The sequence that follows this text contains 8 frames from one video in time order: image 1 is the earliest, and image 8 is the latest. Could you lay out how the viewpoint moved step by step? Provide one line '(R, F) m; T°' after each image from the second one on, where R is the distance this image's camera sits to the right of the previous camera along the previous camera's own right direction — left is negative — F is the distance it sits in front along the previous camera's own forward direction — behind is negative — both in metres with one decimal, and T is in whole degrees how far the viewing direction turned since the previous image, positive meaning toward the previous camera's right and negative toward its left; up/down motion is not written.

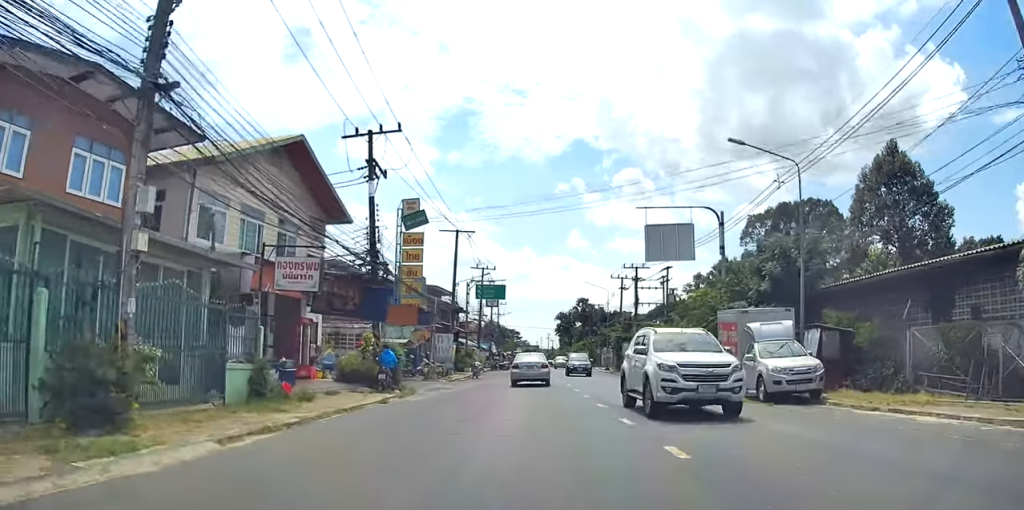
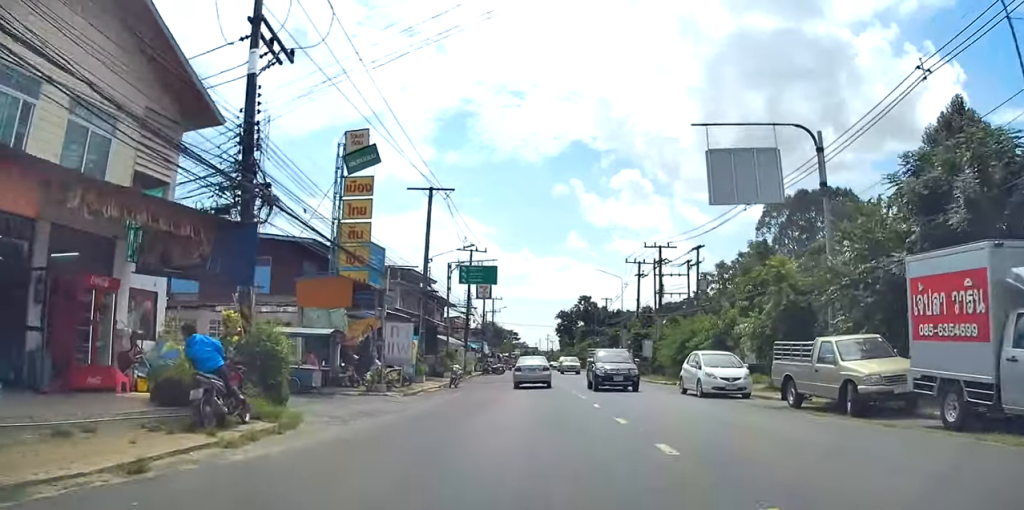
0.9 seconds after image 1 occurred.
(0.0, +11.7) m; 0°
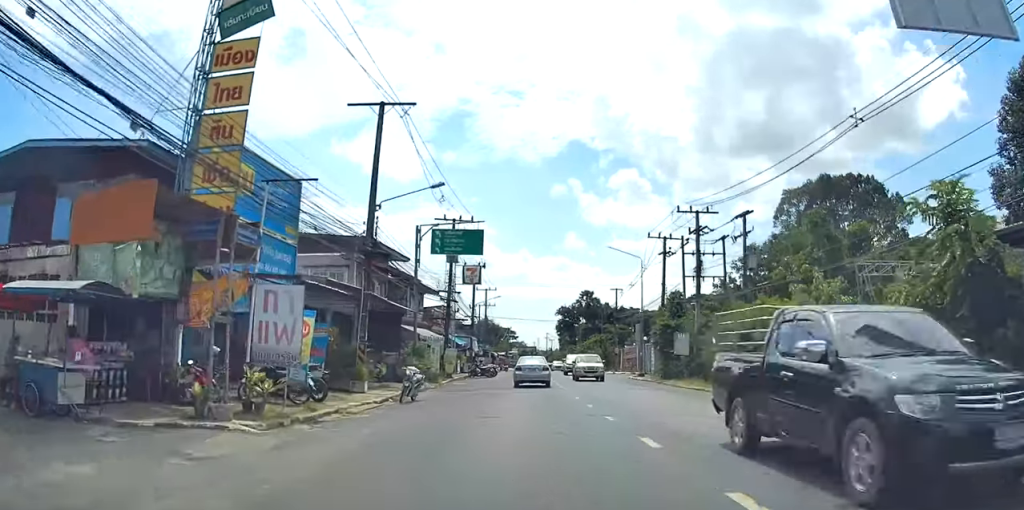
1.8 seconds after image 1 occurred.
(0.0, +11.5) m; +1°
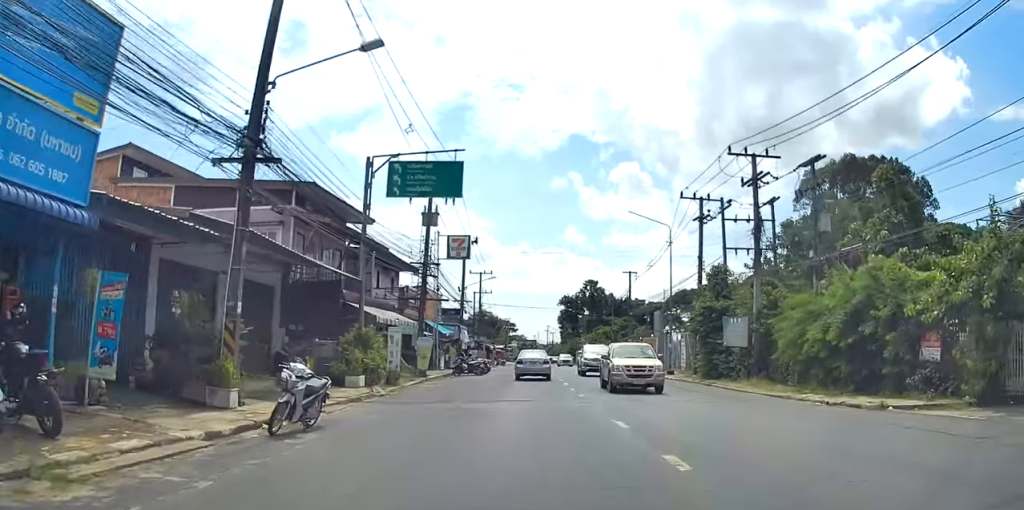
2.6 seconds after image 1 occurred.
(+0.1, +9.6) m; 0°
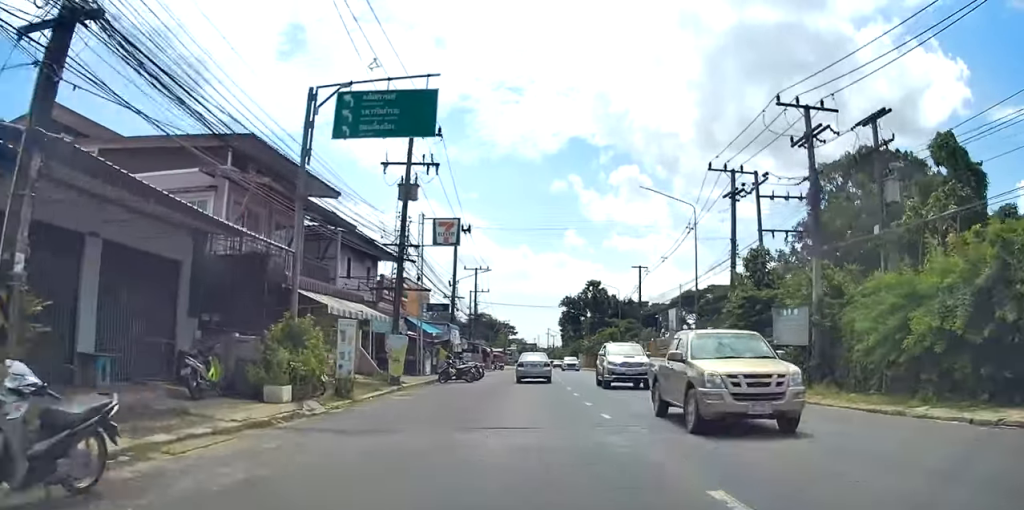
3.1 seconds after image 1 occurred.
(0.0, +6.2) m; 0°
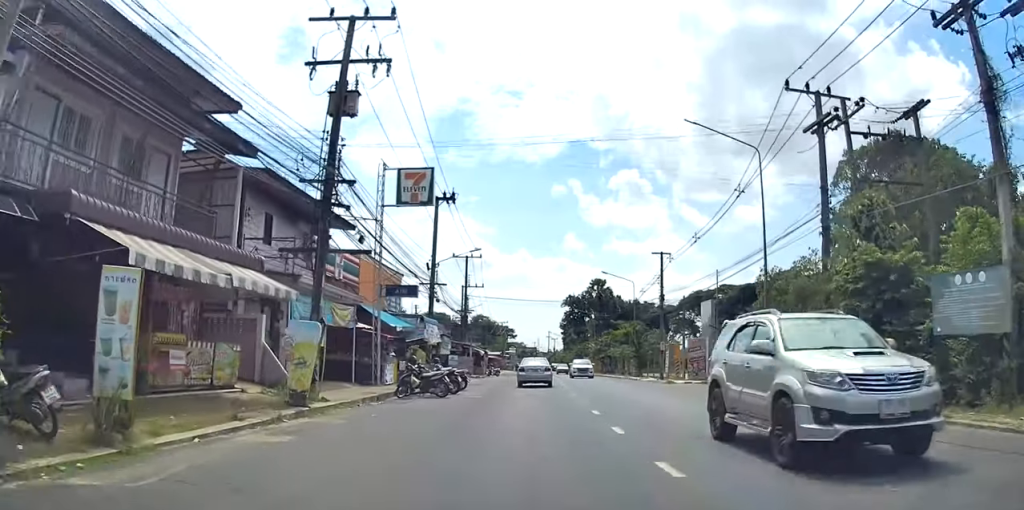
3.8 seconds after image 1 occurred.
(-0.2, +9.5) m; -1°
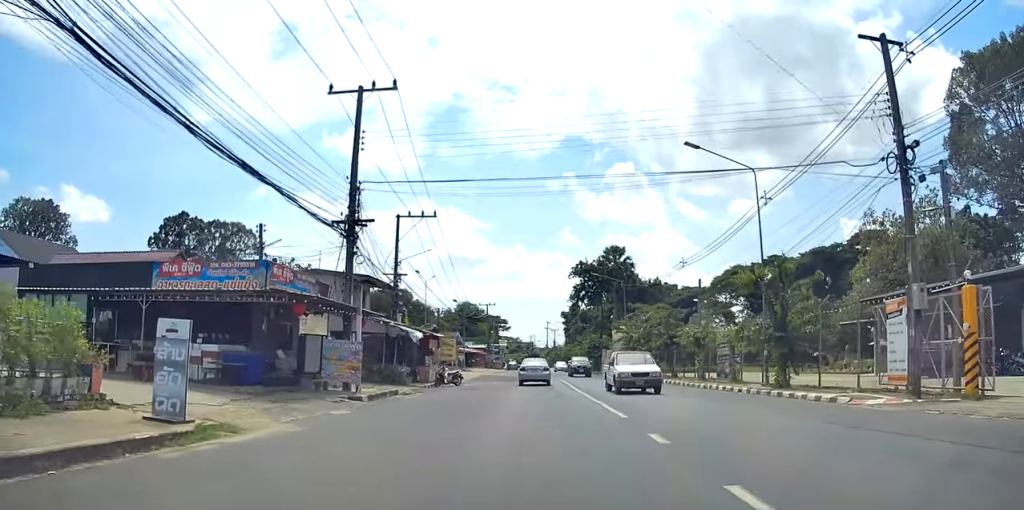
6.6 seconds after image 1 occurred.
(+0.2, +33.7) m; +2°
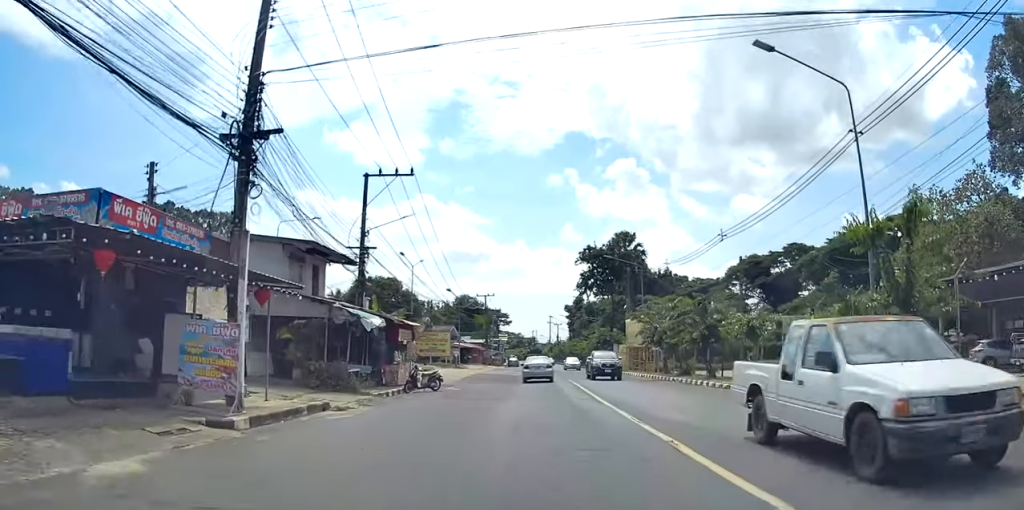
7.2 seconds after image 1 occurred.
(0.0, +7.8) m; 0°
